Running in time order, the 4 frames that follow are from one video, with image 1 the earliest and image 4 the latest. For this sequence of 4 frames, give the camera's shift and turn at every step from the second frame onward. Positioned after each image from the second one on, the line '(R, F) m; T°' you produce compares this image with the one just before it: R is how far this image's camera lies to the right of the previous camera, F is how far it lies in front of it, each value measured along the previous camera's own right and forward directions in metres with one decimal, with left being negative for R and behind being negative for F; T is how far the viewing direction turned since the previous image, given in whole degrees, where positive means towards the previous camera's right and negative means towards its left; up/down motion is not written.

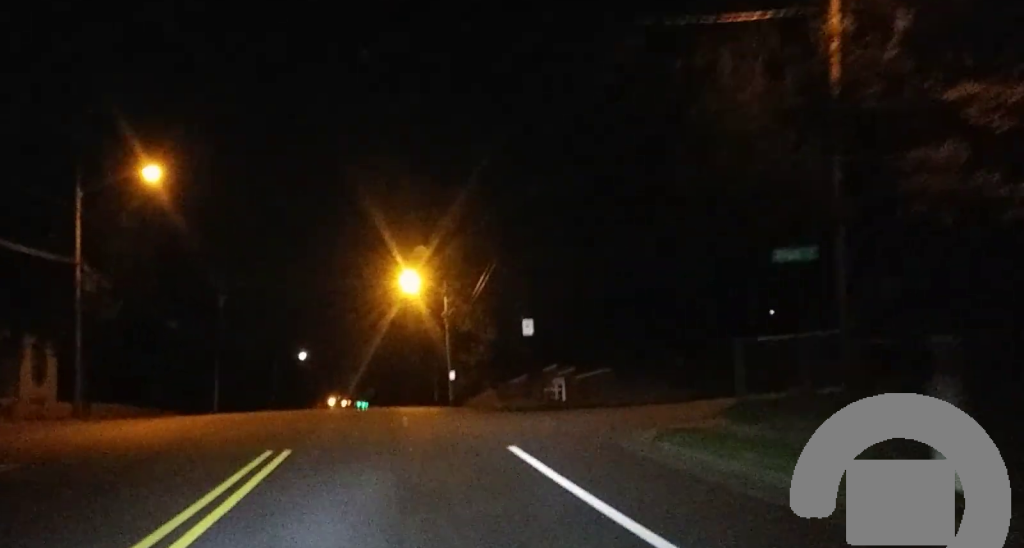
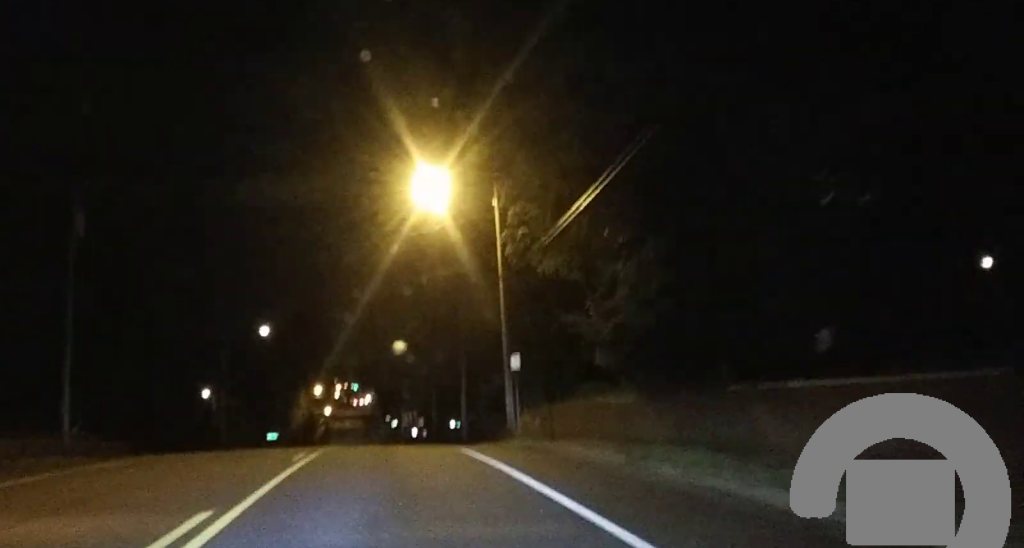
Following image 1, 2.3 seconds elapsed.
(-0.5, +33.9) m; -1°
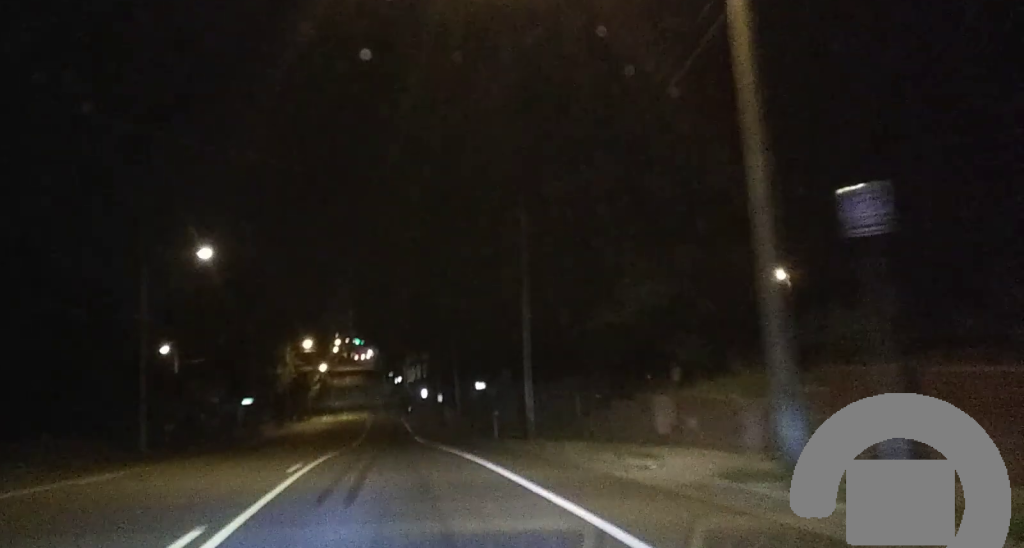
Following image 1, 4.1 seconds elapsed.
(+0.3, +27.5) m; +1°
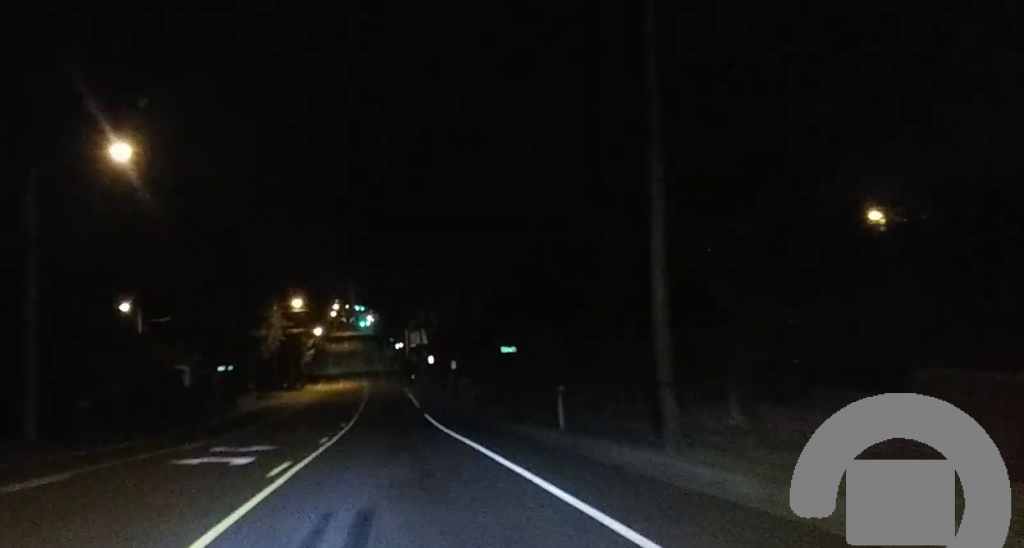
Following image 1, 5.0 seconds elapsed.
(0.0, +14.2) m; 0°
